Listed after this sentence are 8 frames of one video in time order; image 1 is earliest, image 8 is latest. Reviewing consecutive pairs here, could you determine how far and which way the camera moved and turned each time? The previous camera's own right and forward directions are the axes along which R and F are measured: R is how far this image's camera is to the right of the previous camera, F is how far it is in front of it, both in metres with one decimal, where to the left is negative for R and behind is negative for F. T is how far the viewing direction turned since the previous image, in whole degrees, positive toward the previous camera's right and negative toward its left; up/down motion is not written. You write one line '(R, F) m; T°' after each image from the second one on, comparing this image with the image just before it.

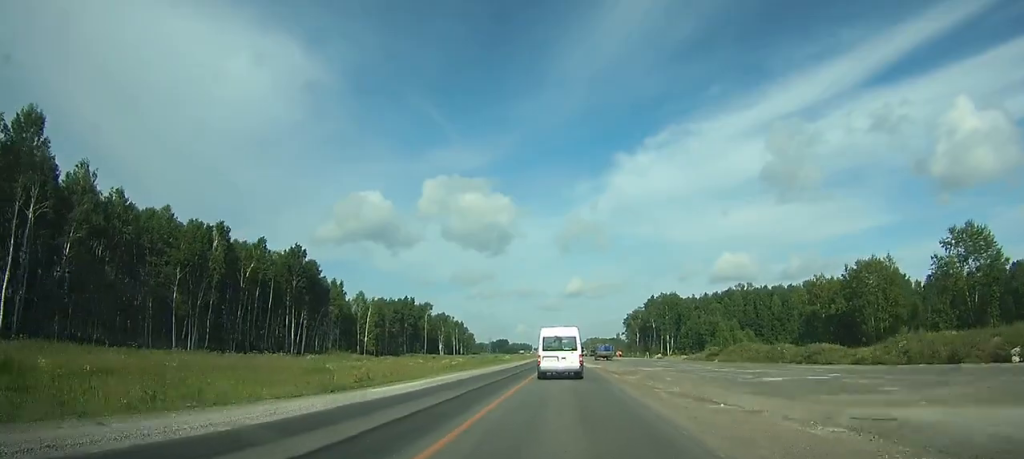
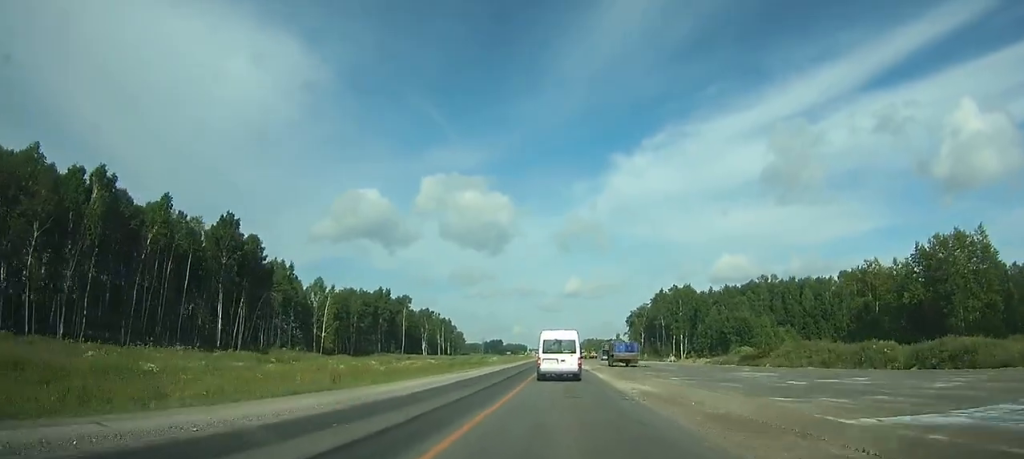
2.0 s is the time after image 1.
(0.0, +31.4) m; 0°
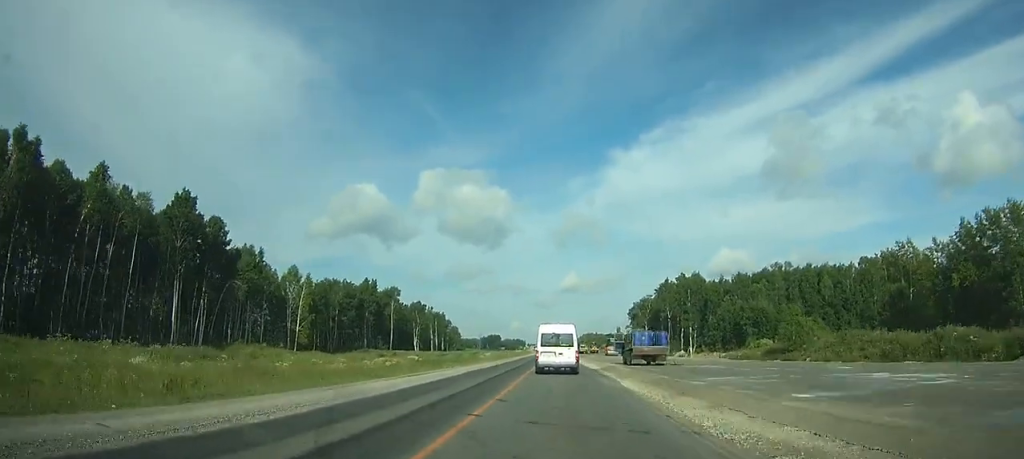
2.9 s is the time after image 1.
(0.0, +14.6) m; 0°
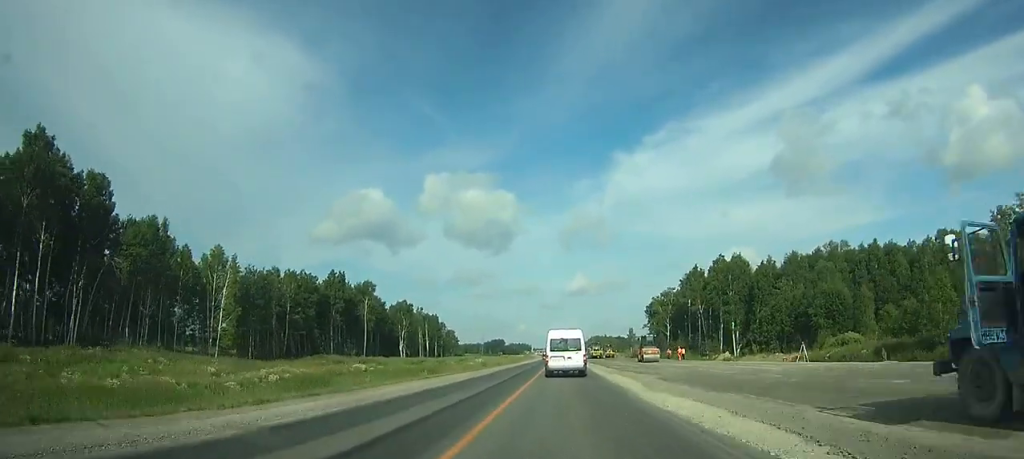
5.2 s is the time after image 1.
(-0.1, +35.5) m; 0°
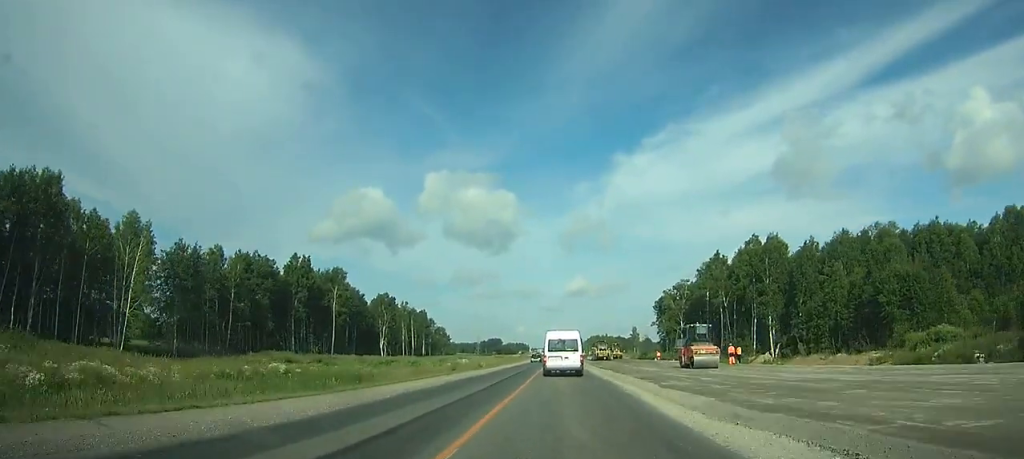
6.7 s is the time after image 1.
(0.0, +24.1) m; 0°
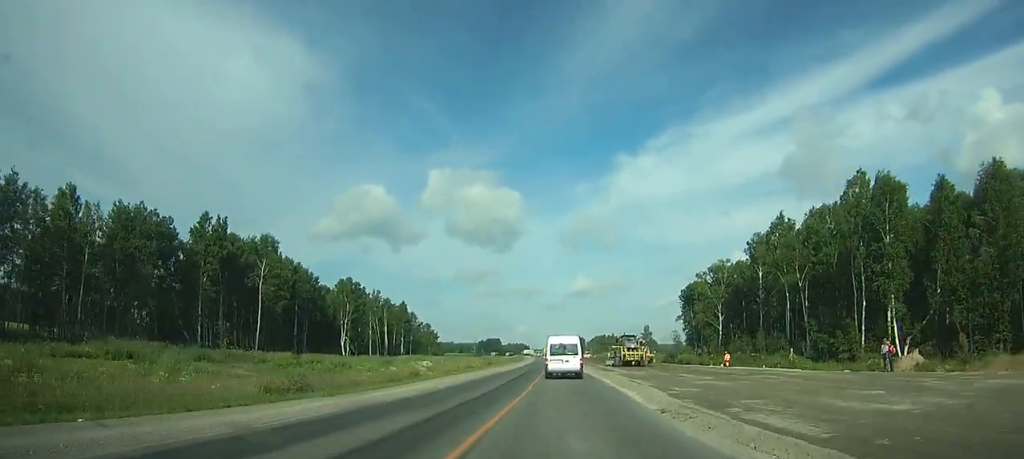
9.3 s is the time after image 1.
(0.0, +39.9) m; 0°
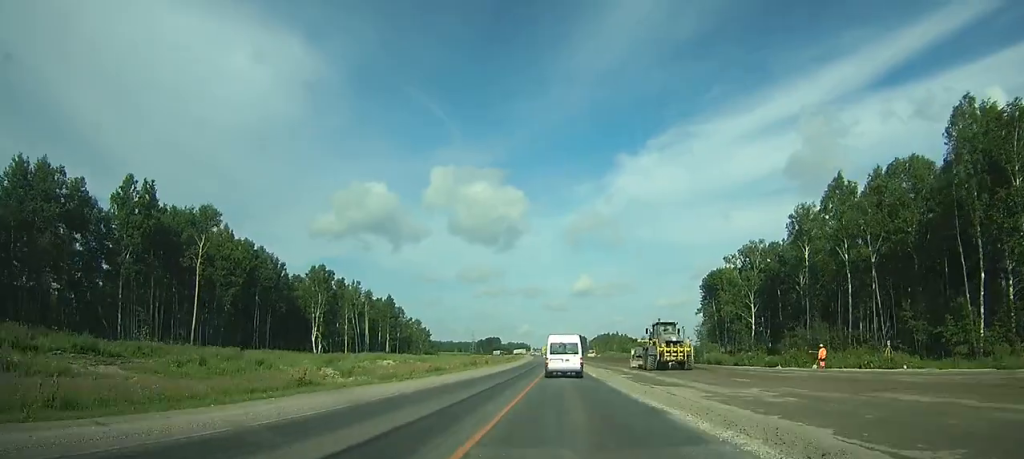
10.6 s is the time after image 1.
(0.0, +20.8) m; 0°
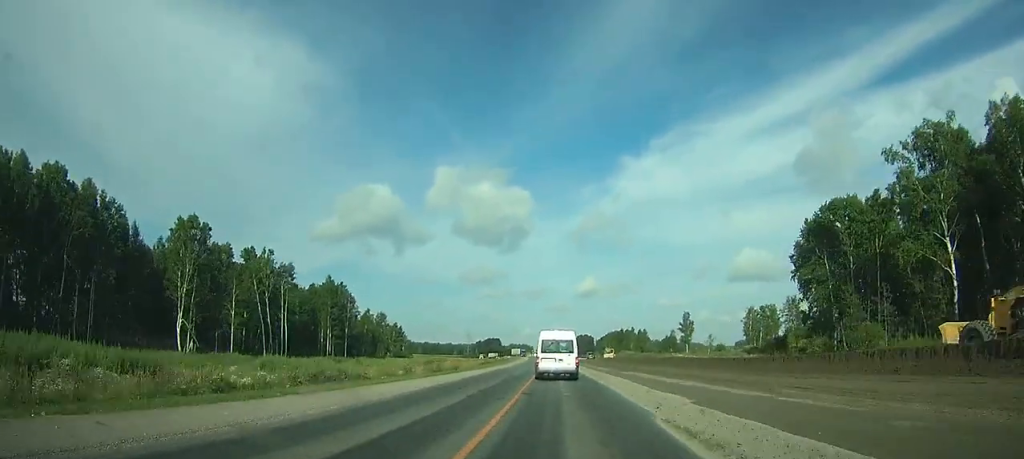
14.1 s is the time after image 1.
(-0.3, +53.4) m; -1°
